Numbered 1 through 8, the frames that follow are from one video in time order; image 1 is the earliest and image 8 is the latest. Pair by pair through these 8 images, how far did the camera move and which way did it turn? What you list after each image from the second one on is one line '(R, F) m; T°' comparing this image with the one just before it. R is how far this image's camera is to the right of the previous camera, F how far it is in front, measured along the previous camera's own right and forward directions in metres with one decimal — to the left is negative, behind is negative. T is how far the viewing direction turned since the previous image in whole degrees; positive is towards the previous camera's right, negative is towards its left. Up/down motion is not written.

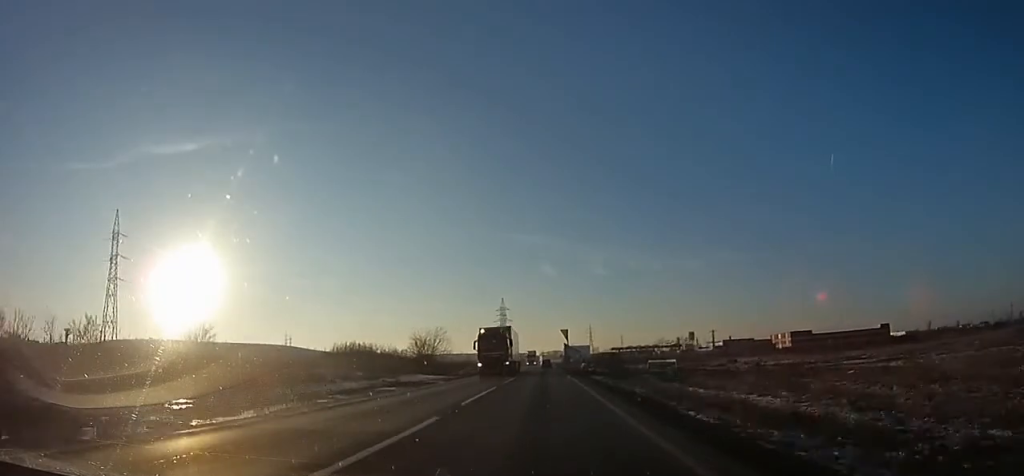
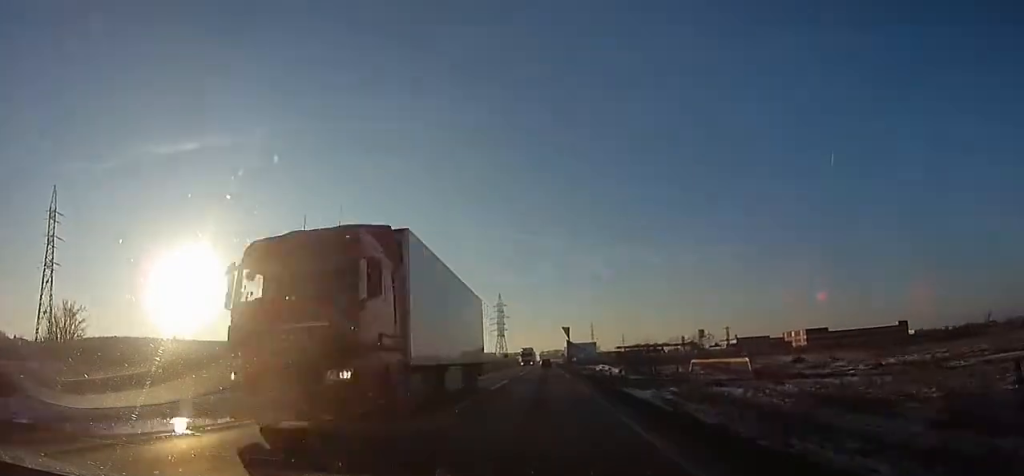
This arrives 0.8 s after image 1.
(0.0, +16.9) m; 0°
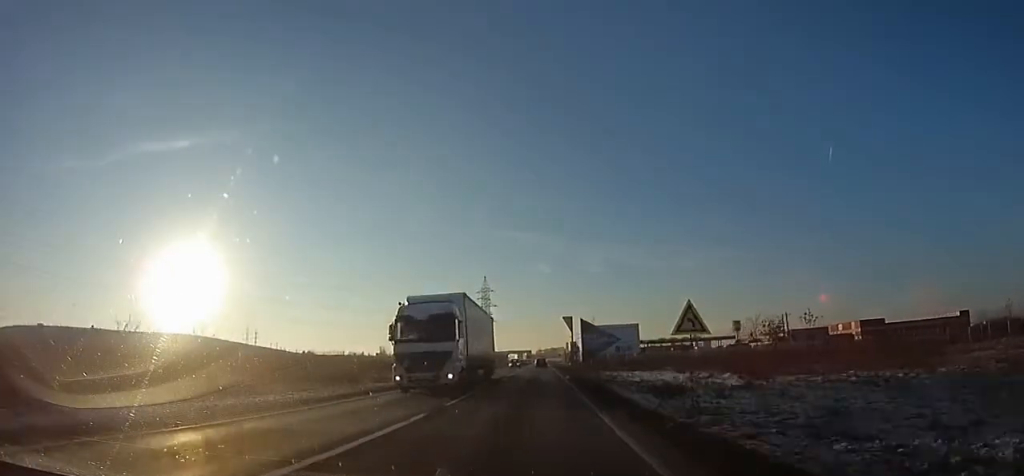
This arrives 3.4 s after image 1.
(-0.2, +50.7) m; 0°
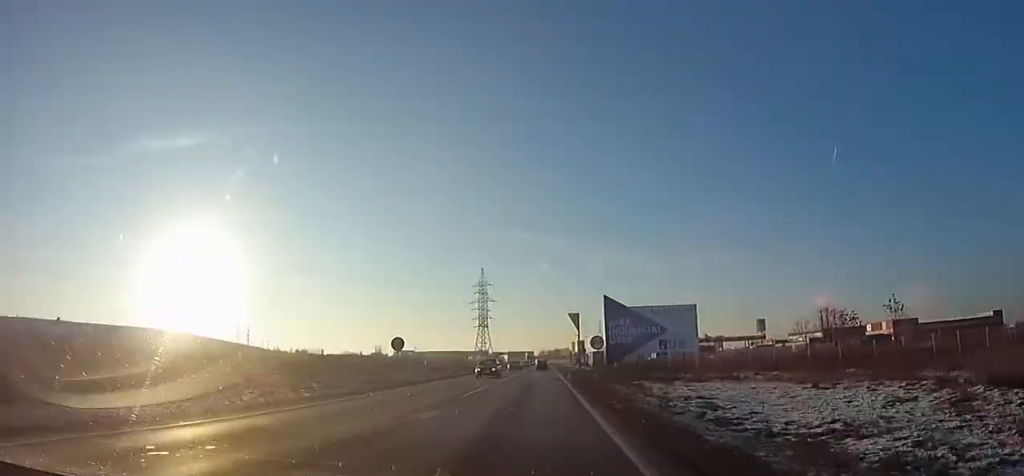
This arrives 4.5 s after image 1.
(0.0, +20.2) m; 0°
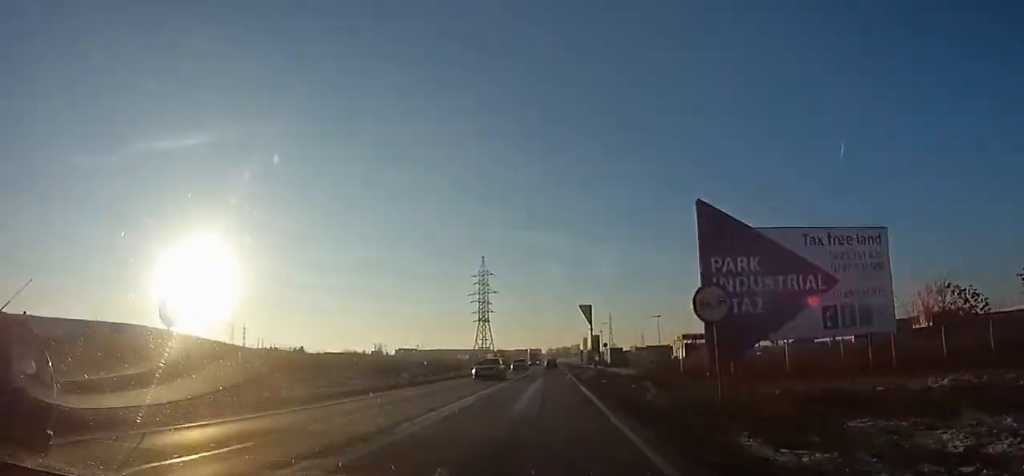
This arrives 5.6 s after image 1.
(0.0, +19.6) m; 0°
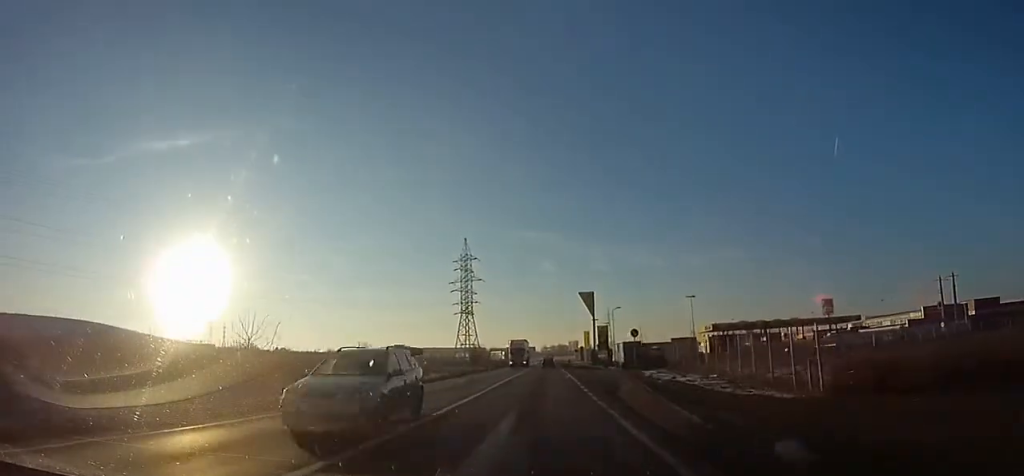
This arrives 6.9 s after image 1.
(0.0, +24.3) m; 0°
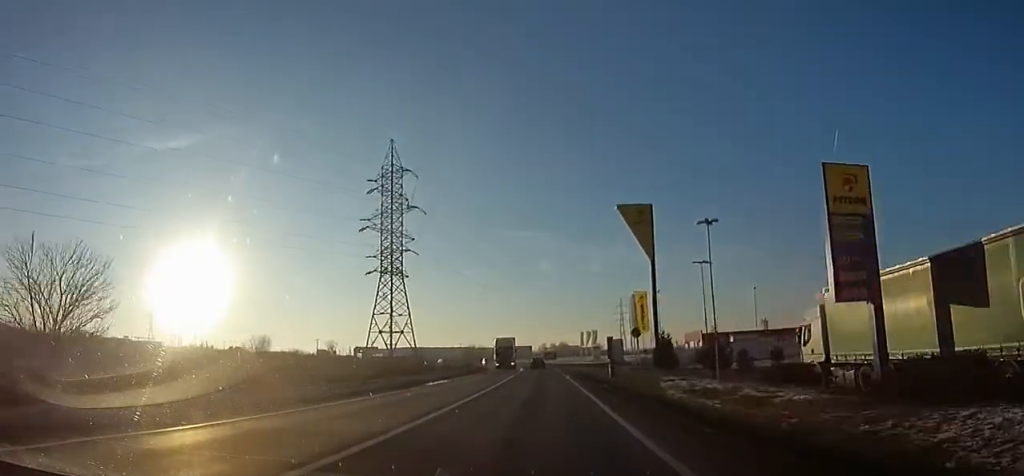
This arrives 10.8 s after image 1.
(-0.1, +69.4) m; 0°
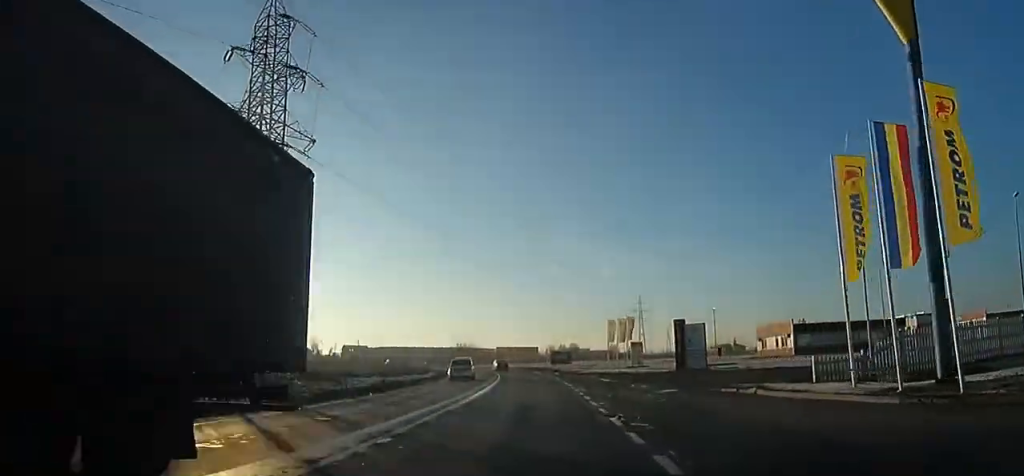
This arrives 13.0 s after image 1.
(0.0, +38.0) m; -1°
